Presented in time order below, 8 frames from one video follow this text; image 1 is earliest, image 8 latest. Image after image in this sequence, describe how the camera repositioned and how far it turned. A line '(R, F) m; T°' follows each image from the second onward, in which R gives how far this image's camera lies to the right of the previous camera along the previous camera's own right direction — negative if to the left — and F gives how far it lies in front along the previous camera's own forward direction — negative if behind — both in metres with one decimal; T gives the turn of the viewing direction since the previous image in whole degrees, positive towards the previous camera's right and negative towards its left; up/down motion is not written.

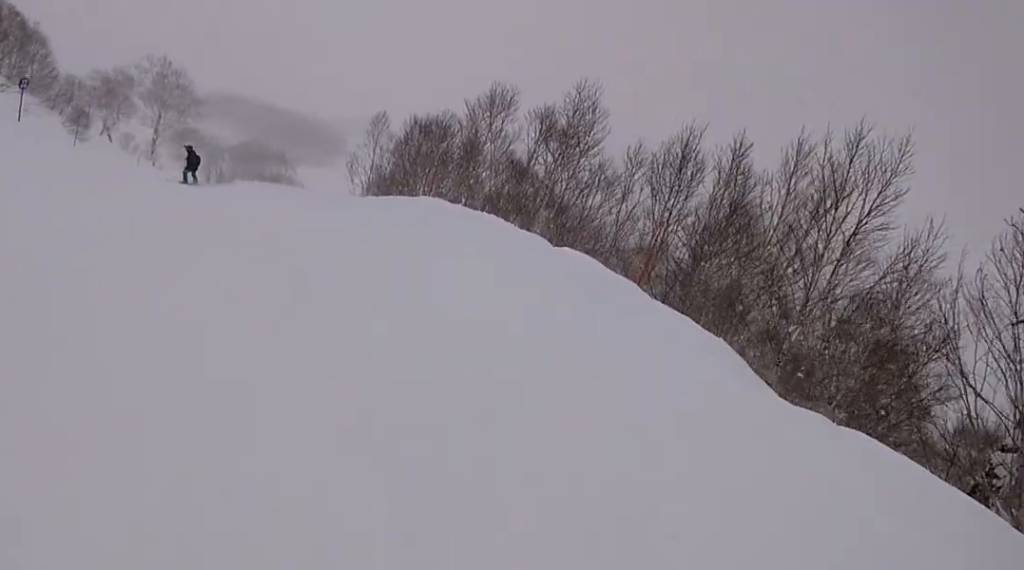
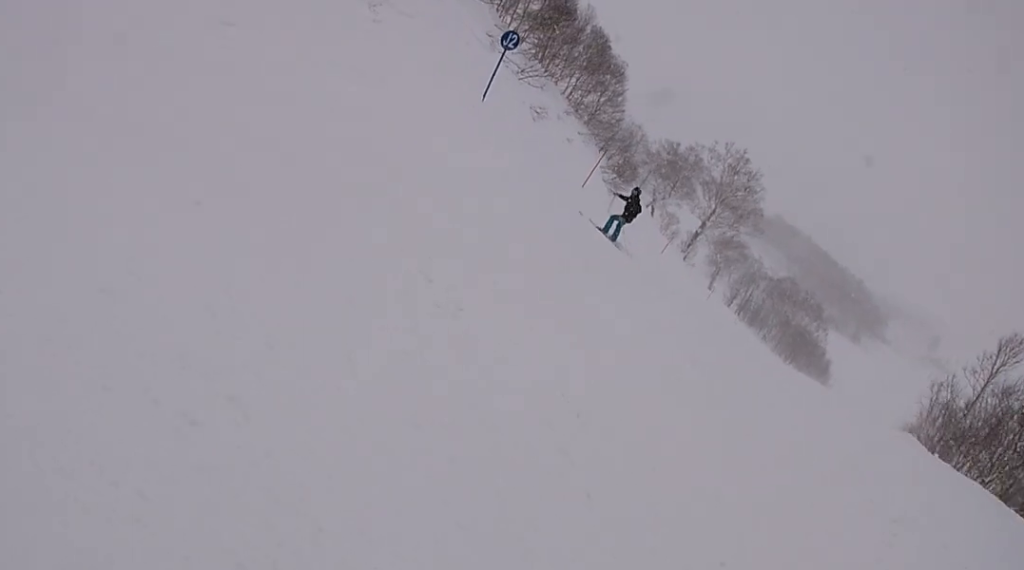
(-0.9, +7.1) m; -29°
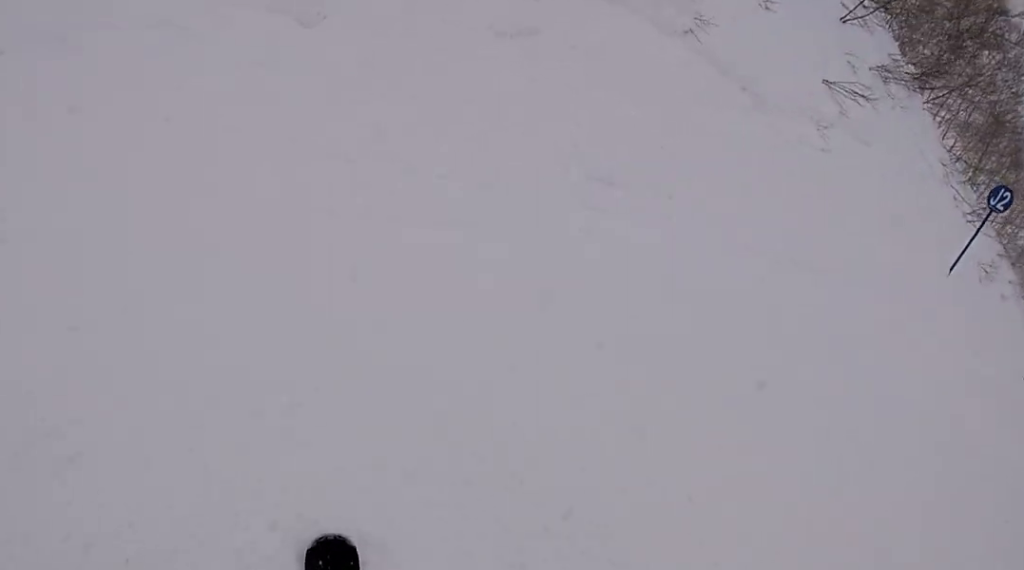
(-1.0, +2.5) m; -26°
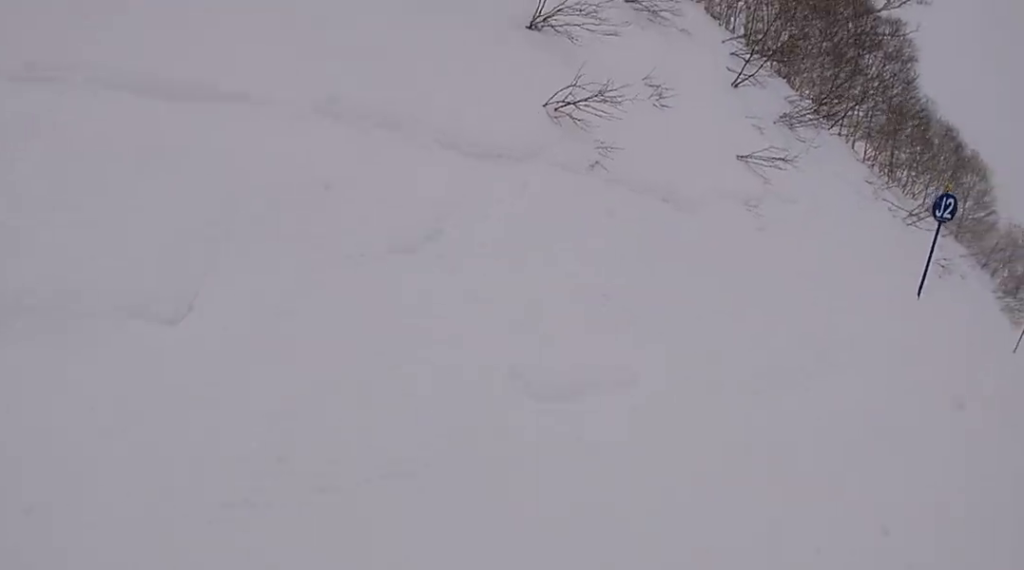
(-0.1, +1.0) m; +14°
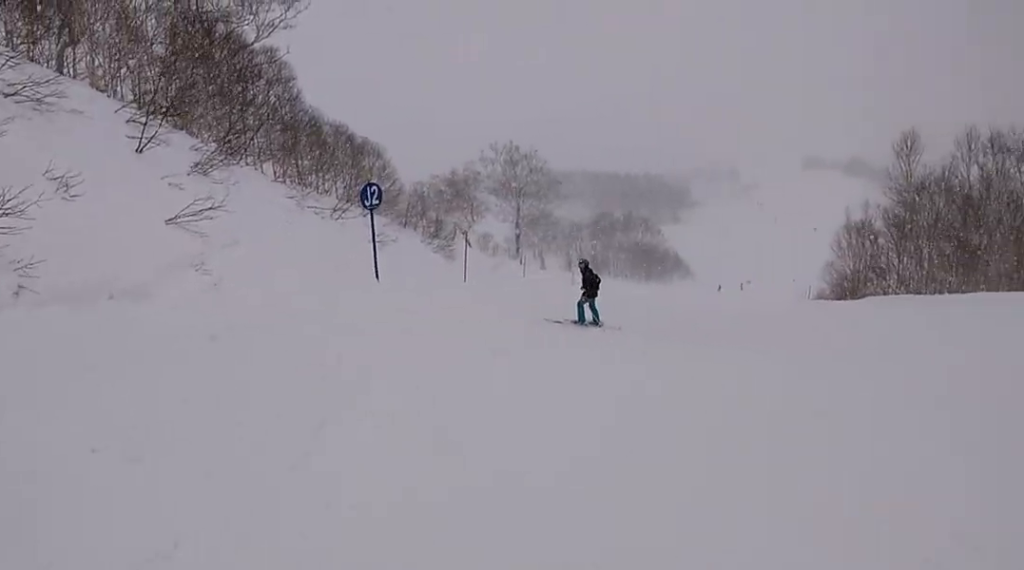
(0.0, +1.6) m; +31°
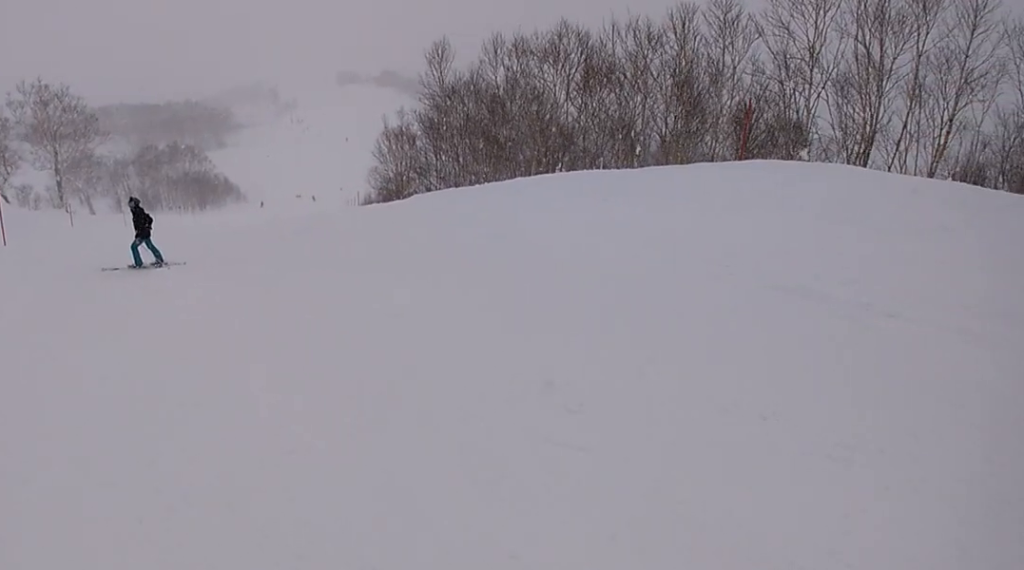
(+1.5, +2.6) m; +27°
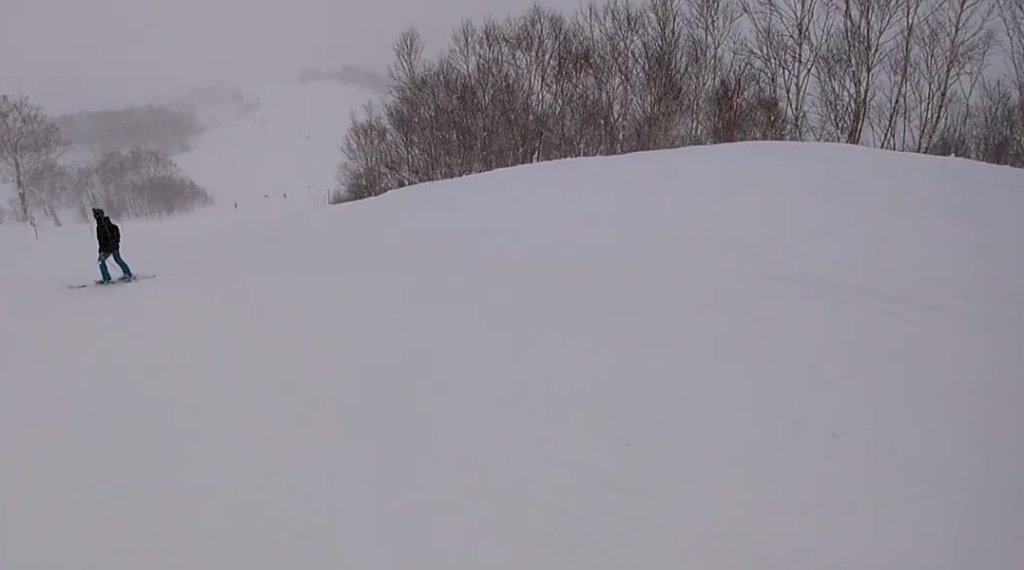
(0.0, +1.3) m; -7°
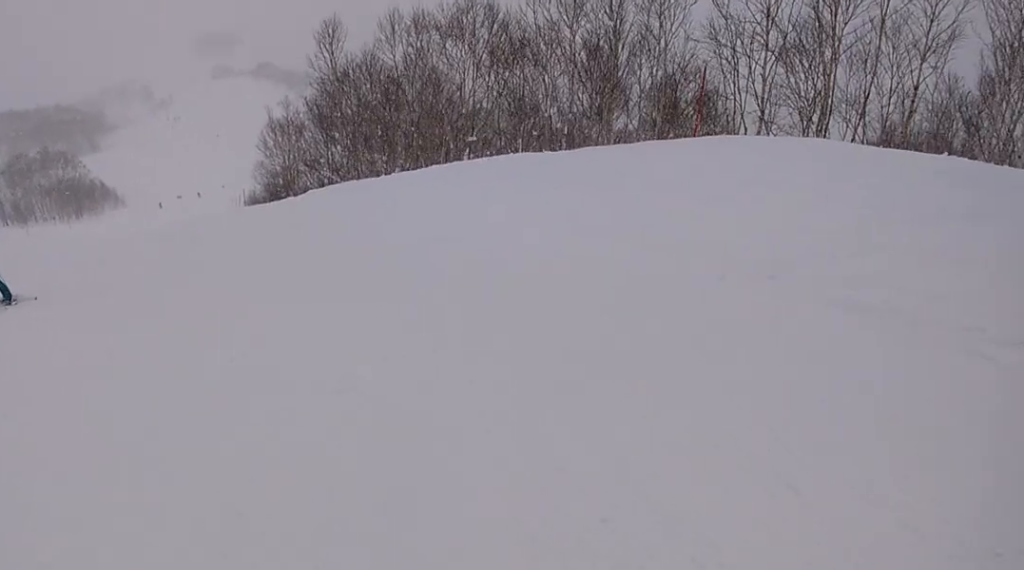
(-0.1, +1.4) m; -12°
